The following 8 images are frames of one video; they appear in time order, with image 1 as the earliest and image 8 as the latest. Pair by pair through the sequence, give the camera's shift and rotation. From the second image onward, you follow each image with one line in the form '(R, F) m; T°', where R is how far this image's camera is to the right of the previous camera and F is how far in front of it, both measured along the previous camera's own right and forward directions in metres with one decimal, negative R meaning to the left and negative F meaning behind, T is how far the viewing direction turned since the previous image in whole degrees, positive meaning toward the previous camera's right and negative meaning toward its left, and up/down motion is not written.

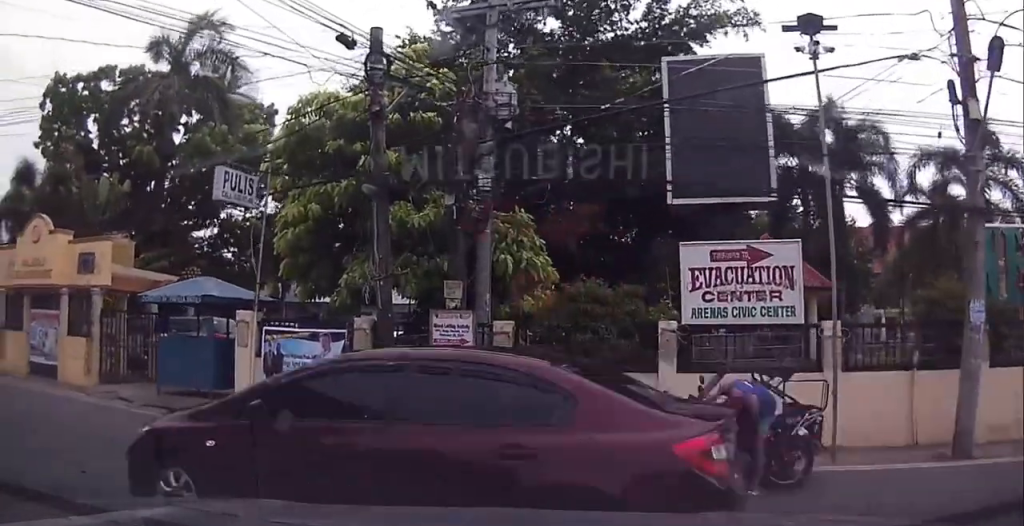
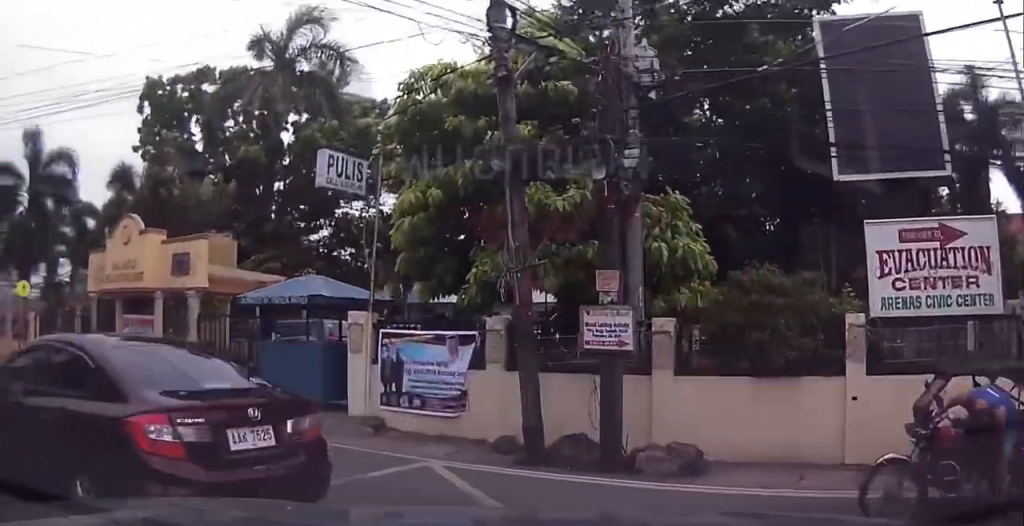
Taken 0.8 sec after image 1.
(-0.3, +2.2) m; -10°
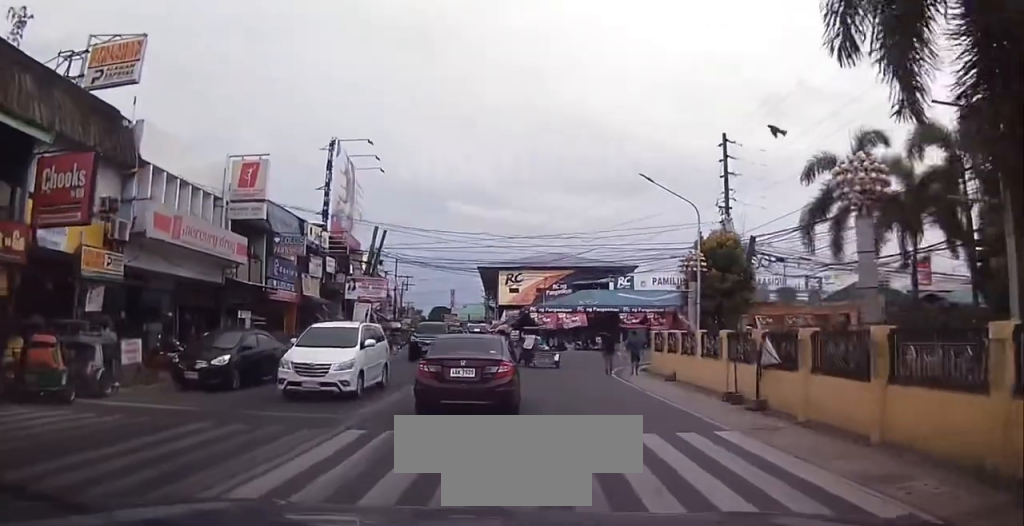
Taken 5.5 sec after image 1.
(-6.4, +19.2) m; -22°
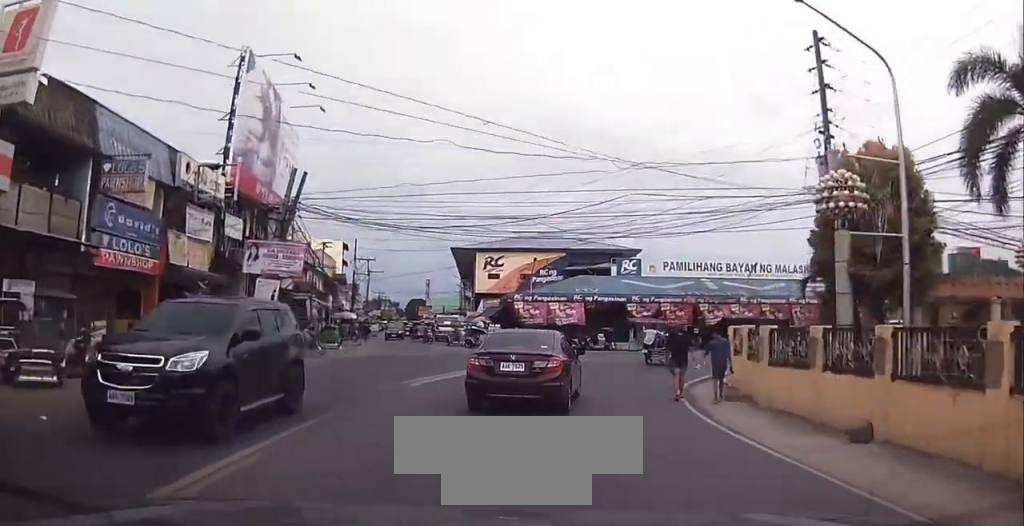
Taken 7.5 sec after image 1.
(+0.2, +11.9) m; +6°
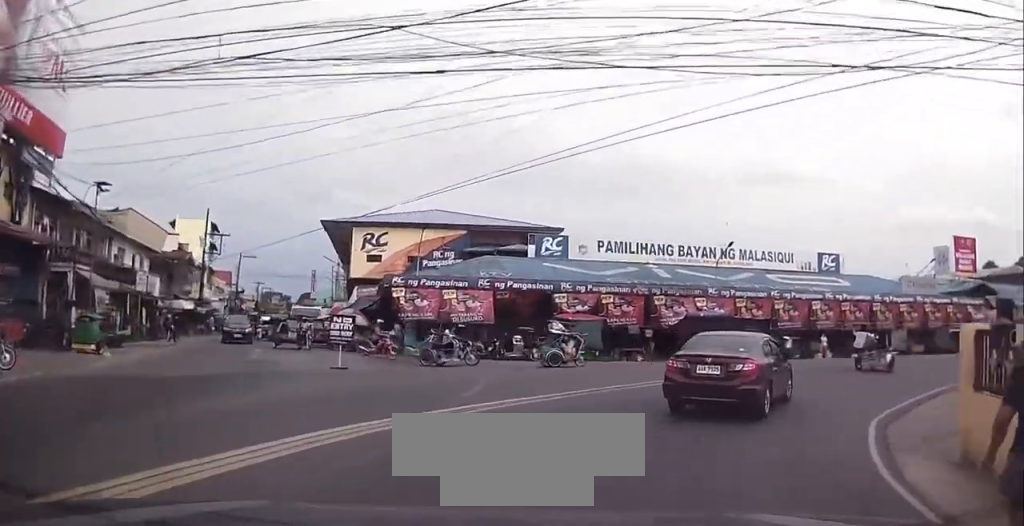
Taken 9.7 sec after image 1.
(+1.4, +14.6) m; +21°
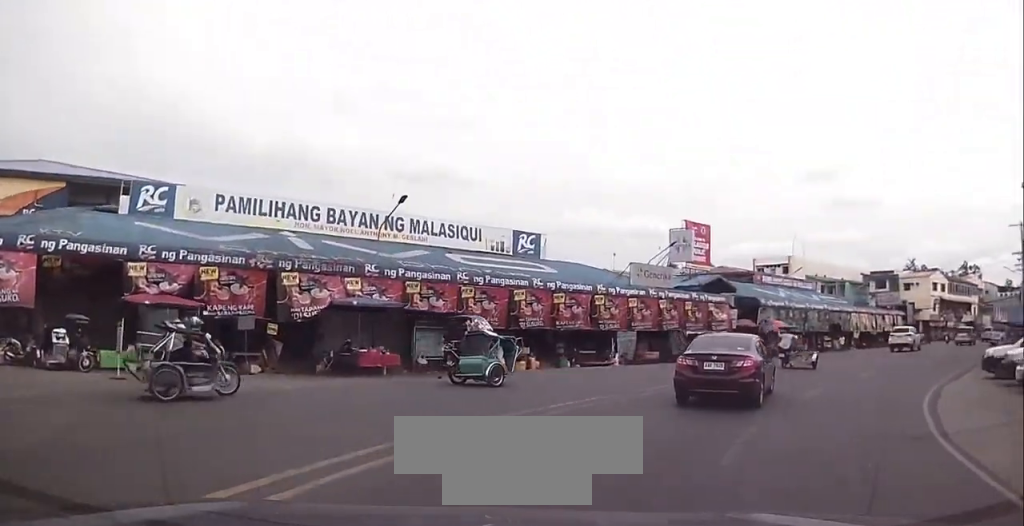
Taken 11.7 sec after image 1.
(+3.6, +13.4) m; +30°
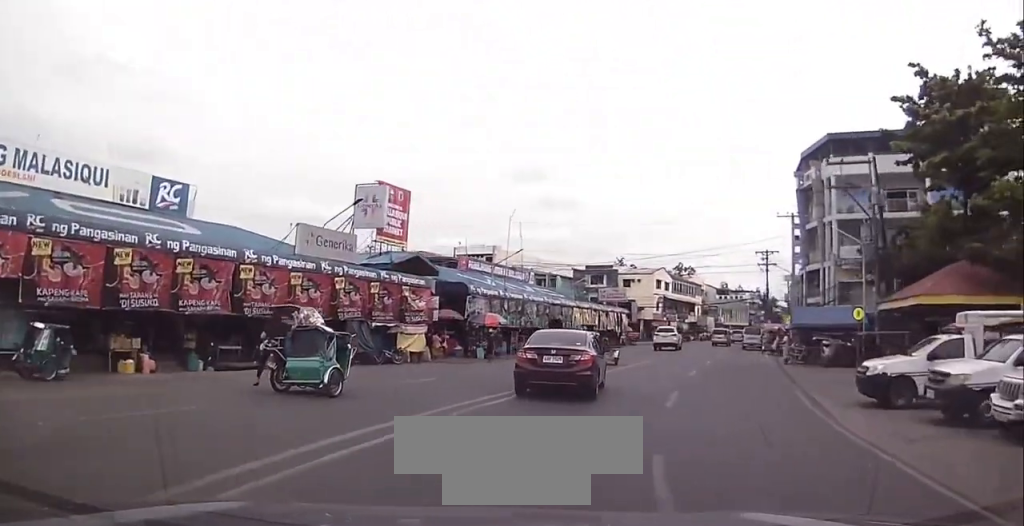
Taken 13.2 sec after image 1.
(+2.4, +11.2) m; +17°
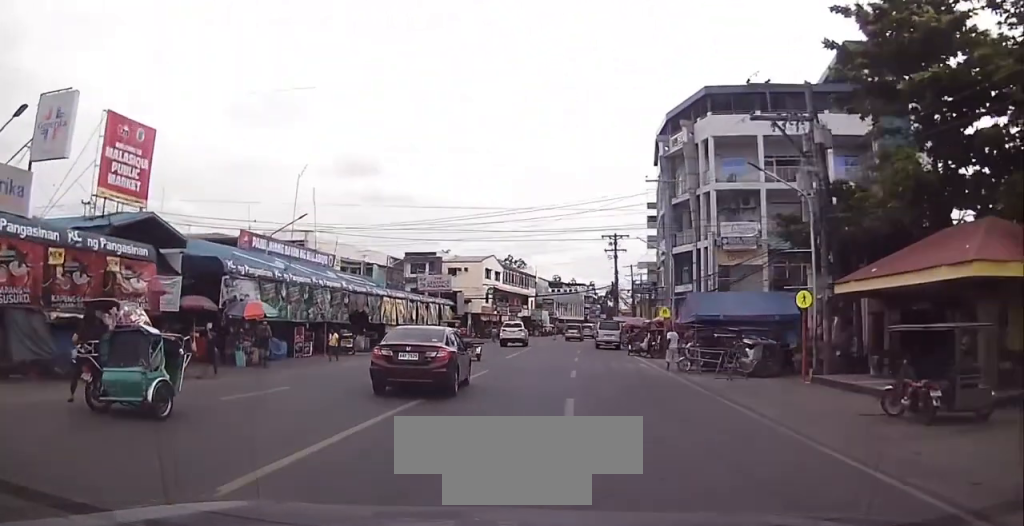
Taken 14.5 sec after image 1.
(+1.4, +11.4) m; +11°
